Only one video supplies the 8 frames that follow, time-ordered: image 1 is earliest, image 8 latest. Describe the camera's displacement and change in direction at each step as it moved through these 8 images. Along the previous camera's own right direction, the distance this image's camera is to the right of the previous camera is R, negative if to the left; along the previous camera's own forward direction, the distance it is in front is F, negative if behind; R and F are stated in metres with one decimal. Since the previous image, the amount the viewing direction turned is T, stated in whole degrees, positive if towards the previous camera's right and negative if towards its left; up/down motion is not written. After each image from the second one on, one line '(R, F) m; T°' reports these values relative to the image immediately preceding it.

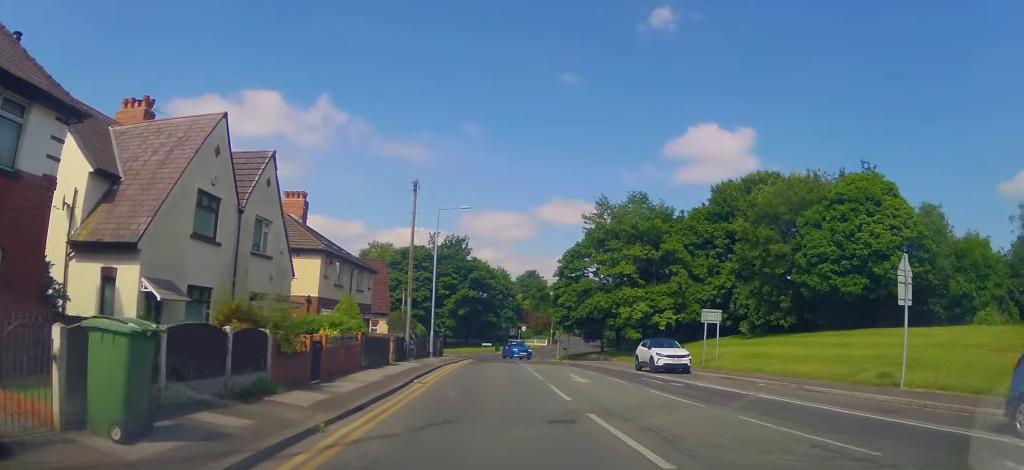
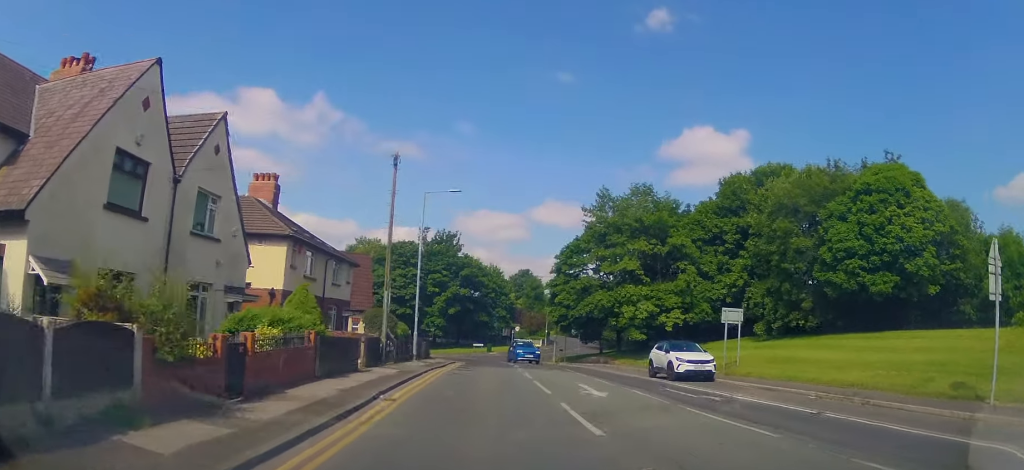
(-0.1, +3.3) m; -2°
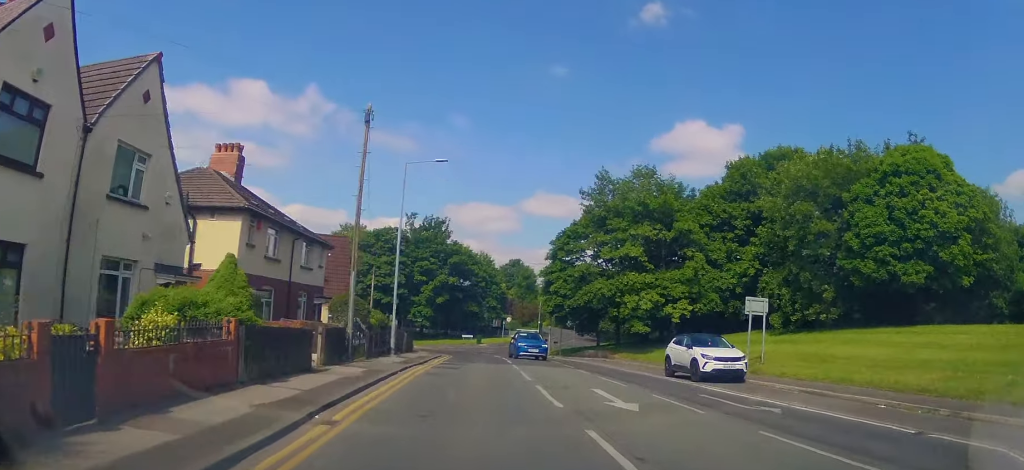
(0.0, +3.6) m; 0°
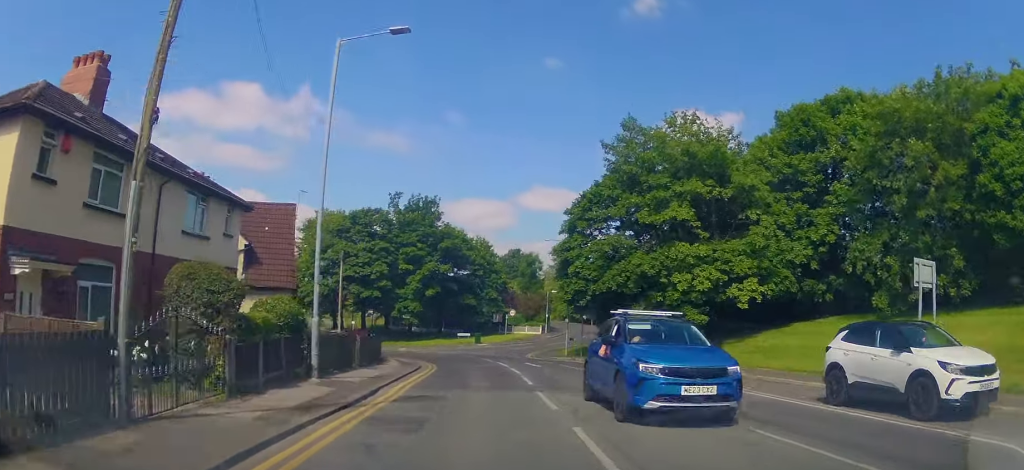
(+0.2, +11.7) m; +2°
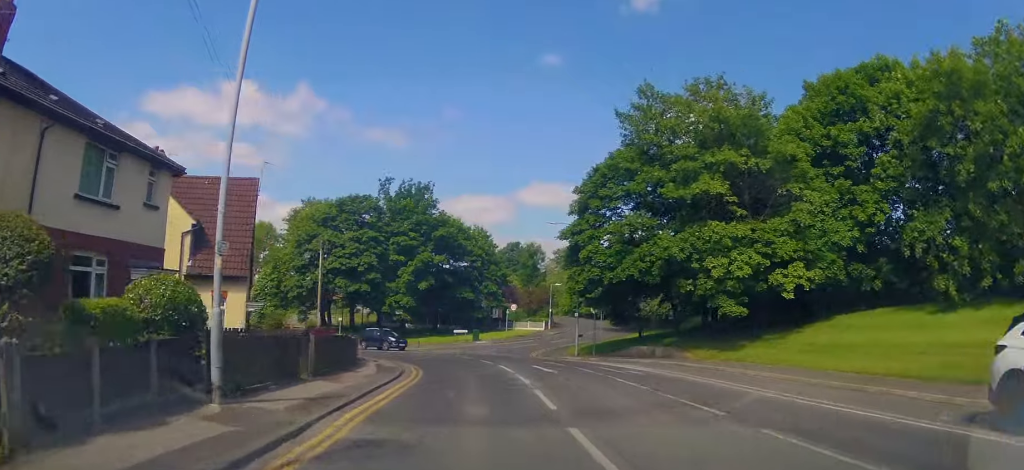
(0.0, +5.3) m; 0°
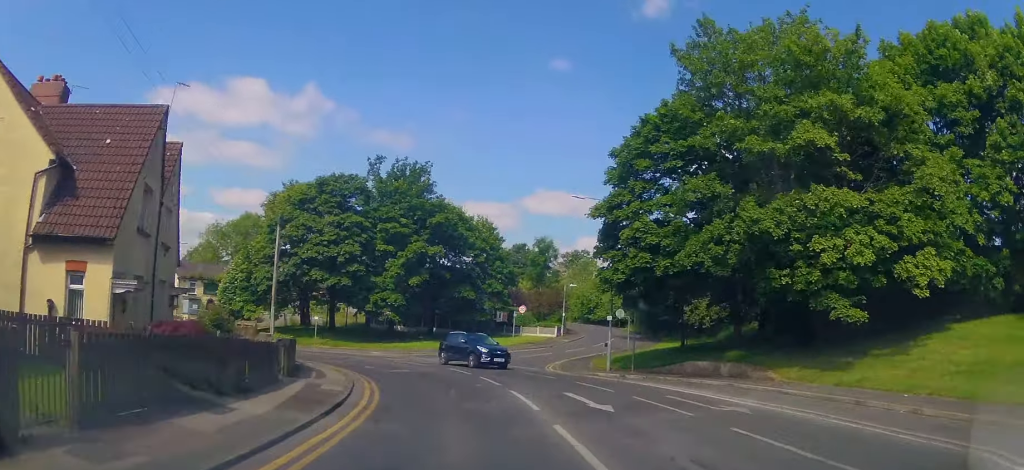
(0.0, +9.1) m; -2°
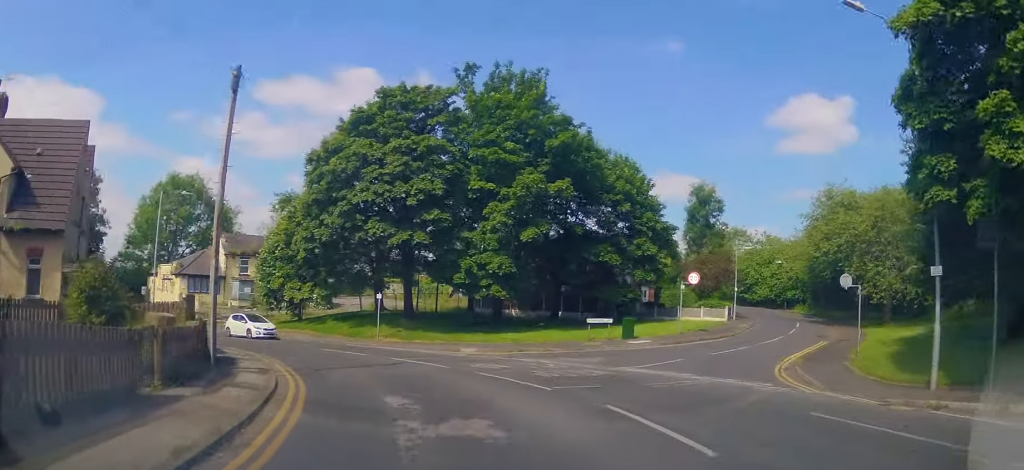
(-1.2, +16.6) m; -10°
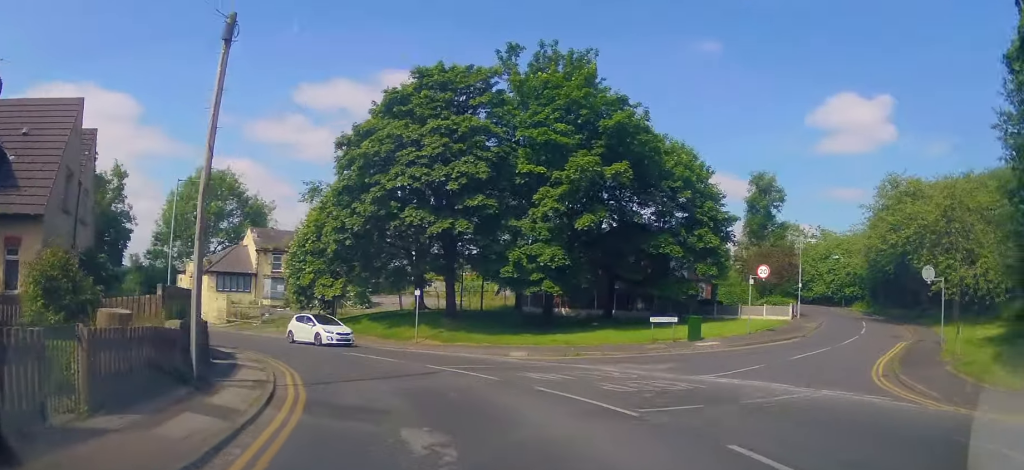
(-0.2, +3.0) m; -5°
